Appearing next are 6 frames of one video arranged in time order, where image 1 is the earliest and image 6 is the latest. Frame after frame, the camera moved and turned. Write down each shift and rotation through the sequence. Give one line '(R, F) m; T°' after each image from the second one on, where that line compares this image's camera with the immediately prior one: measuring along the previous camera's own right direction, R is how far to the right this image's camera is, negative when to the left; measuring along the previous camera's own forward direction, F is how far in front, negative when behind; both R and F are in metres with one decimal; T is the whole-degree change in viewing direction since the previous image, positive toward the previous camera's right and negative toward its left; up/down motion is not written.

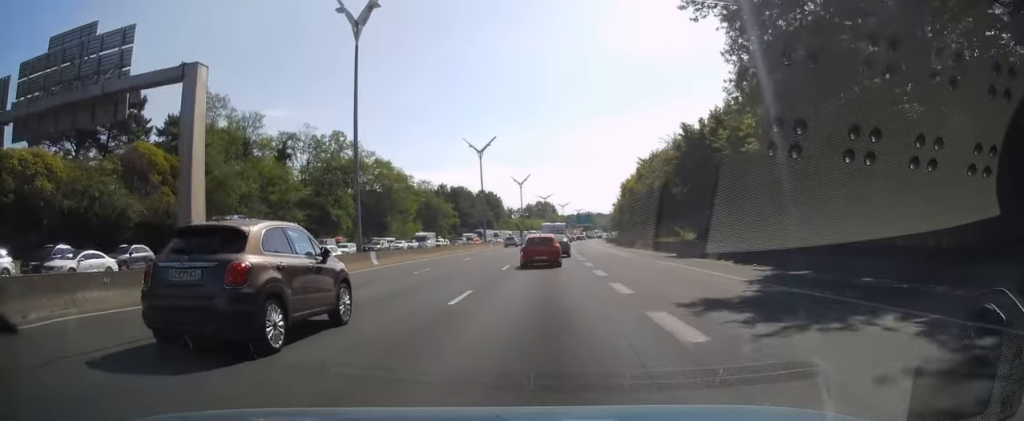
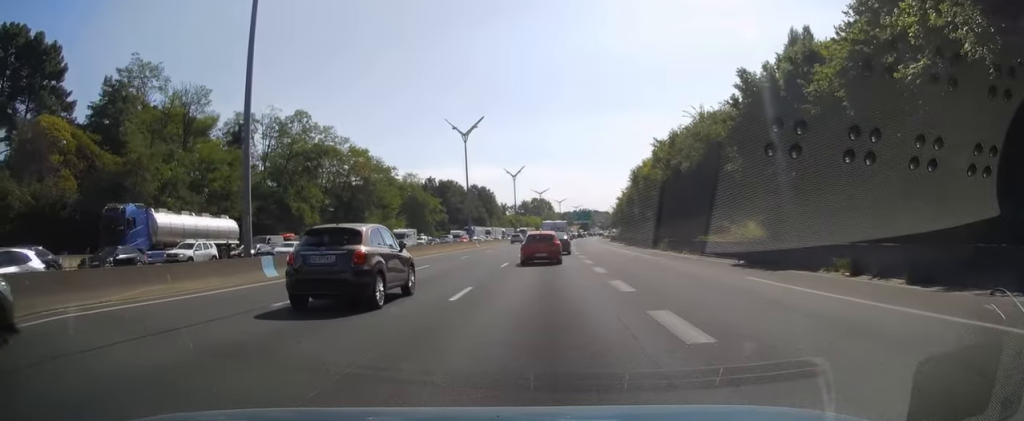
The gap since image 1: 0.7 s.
(0.0, +12.9) m; +1°
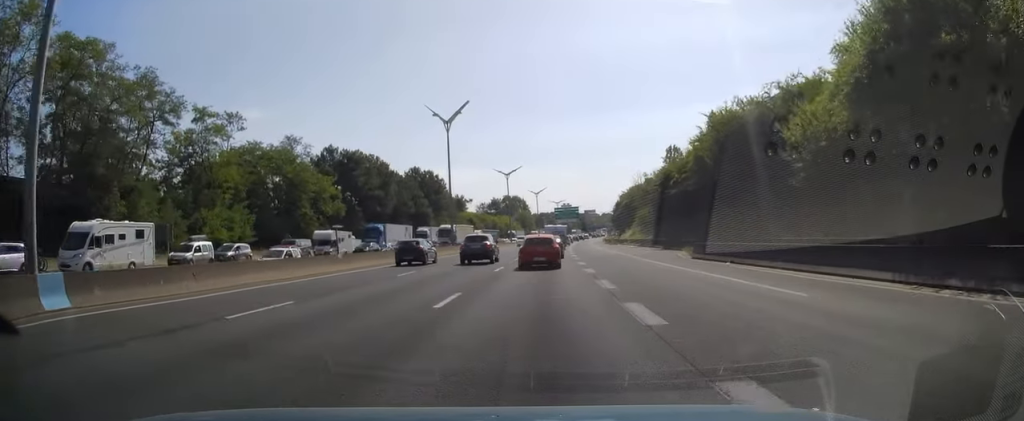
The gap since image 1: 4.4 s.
(+1.1, +64.7) m; +1°
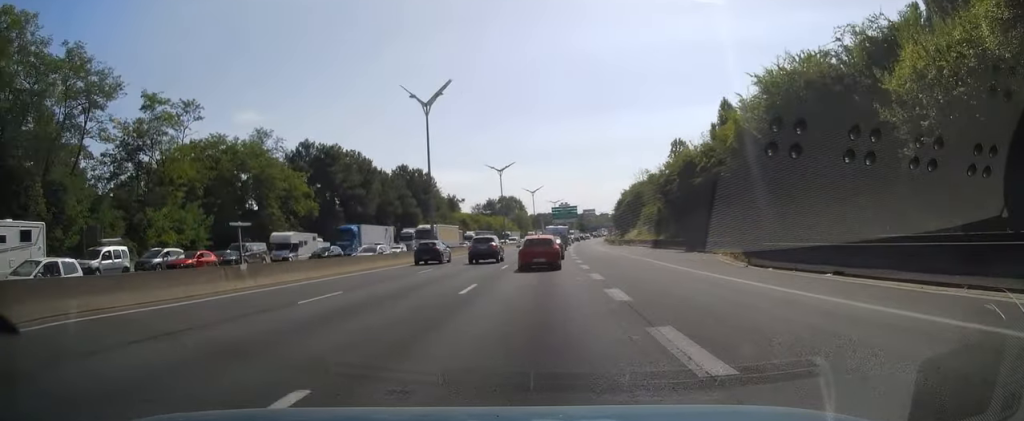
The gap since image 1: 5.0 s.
(+0.1, +9.6) m; +1°
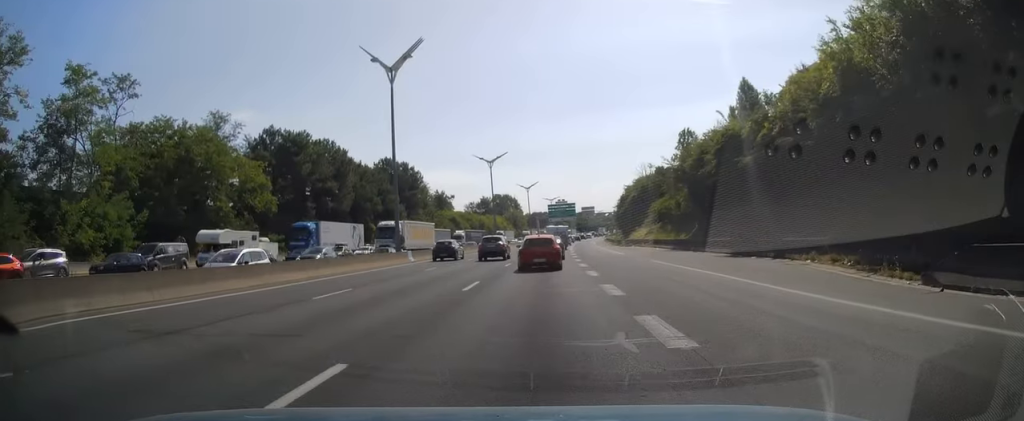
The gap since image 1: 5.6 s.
(0.0, +11.8) m; +1°
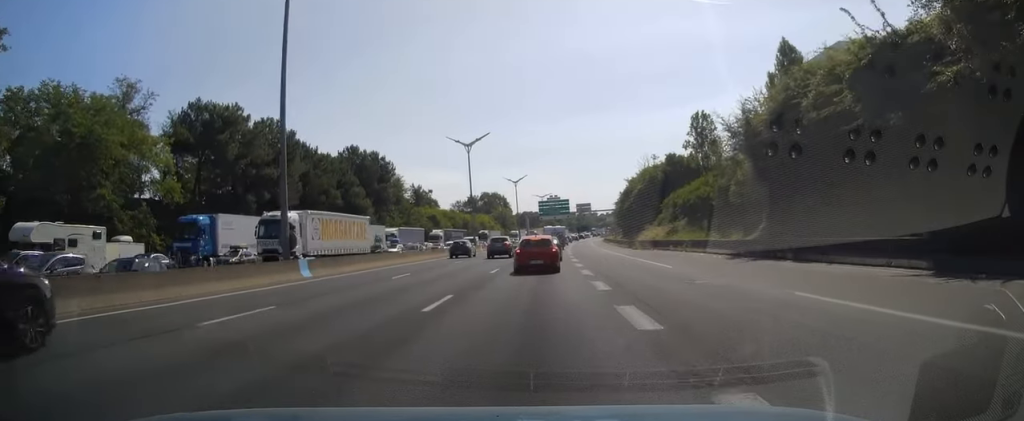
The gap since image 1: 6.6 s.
(+0.3, +18.0) m; +1°
